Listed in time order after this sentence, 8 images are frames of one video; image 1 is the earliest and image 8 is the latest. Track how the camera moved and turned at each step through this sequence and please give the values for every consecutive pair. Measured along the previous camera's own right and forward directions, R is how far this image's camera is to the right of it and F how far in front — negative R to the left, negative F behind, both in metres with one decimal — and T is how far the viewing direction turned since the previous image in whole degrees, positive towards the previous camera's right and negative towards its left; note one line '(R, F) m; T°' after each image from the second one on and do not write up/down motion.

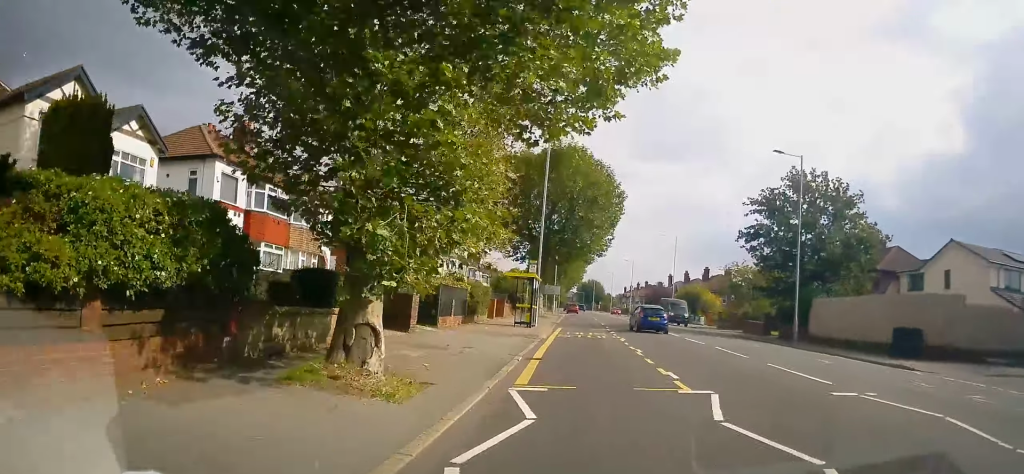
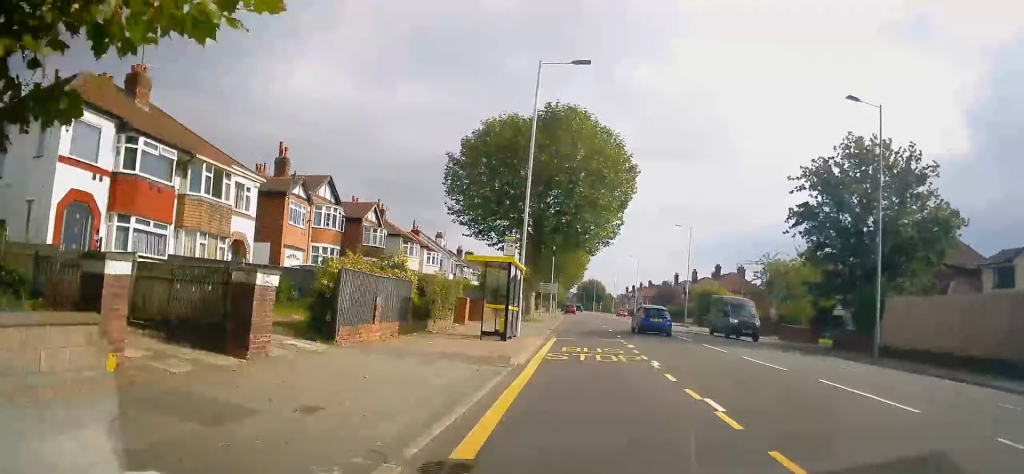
(0.0, +9.5) m; 0°
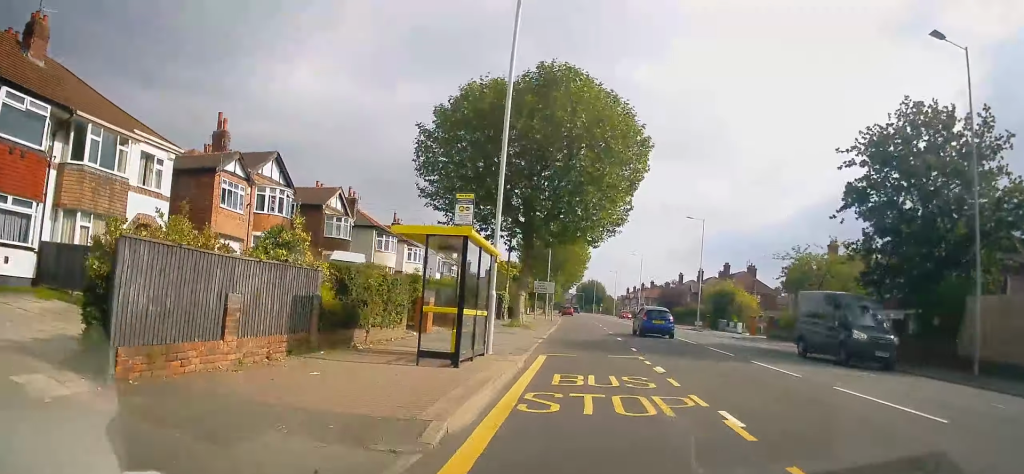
(0.0, +6.8) m; 0°
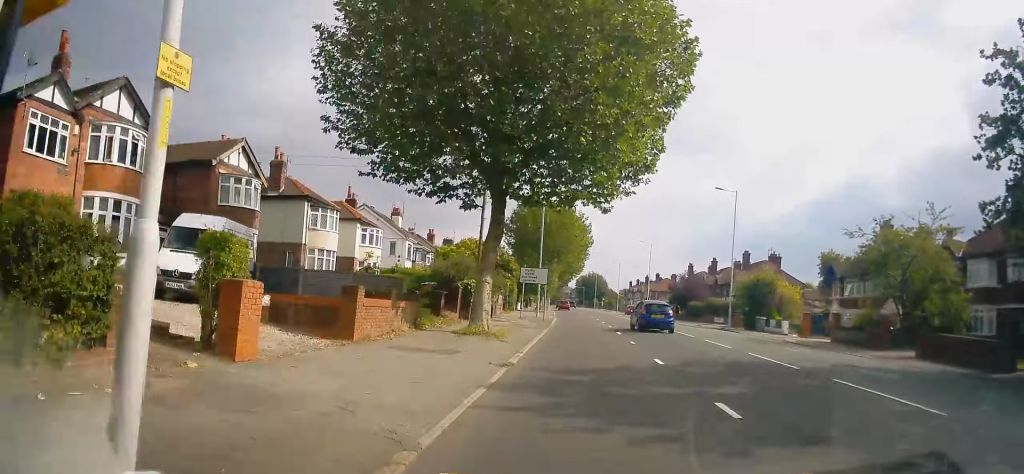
(0.0, +11.7) m; 0°
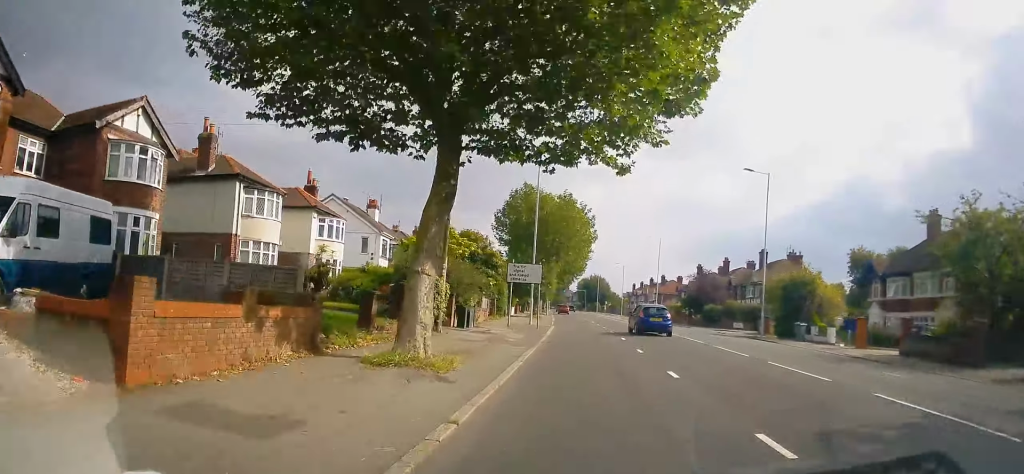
(0.0, +7.5) m; 0°
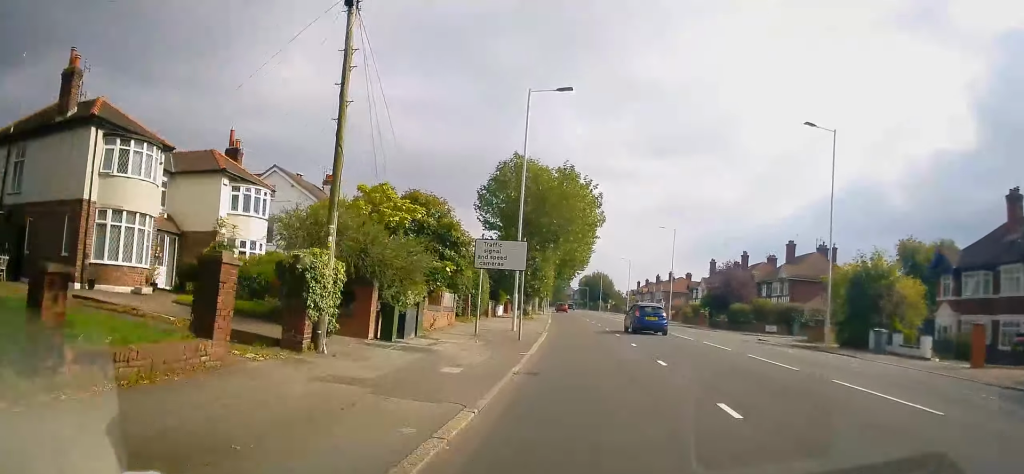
(0.0, +9.7) m; -1°
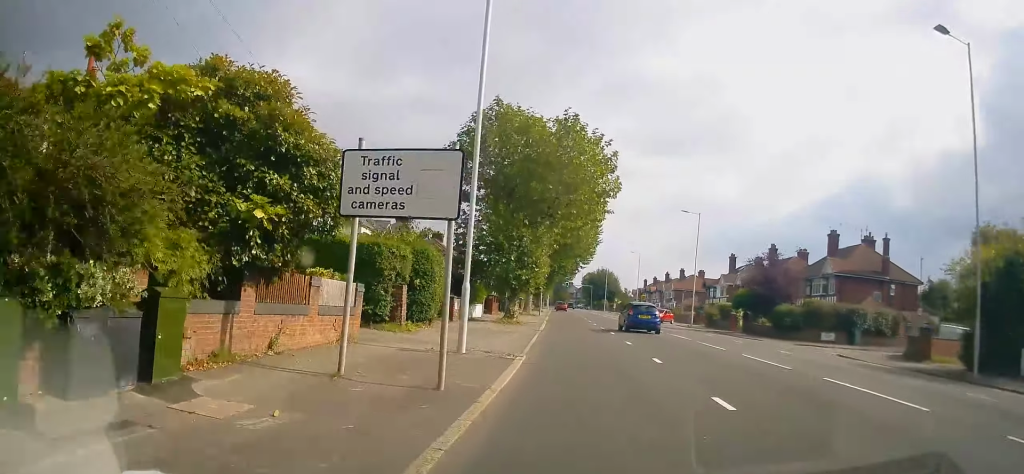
(-0.1, +11.4) m; -2°
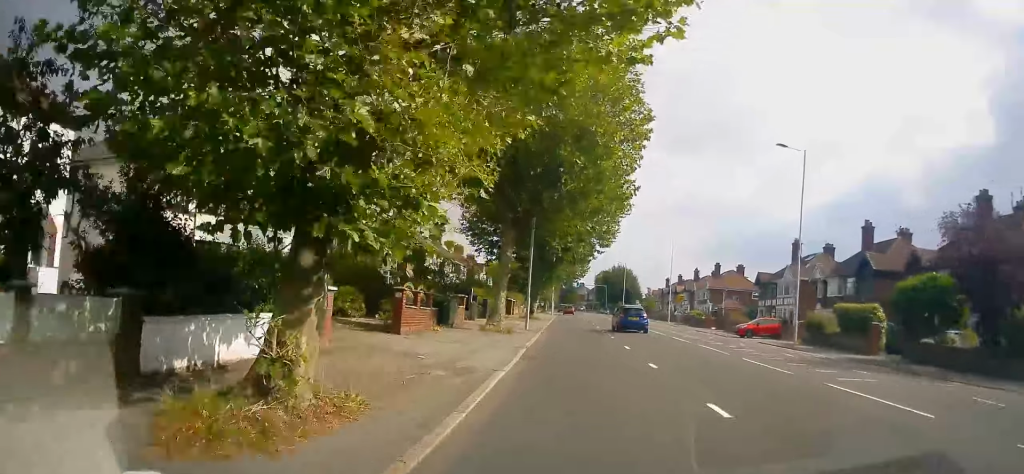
(+0.2, +23.7) m; +2°
